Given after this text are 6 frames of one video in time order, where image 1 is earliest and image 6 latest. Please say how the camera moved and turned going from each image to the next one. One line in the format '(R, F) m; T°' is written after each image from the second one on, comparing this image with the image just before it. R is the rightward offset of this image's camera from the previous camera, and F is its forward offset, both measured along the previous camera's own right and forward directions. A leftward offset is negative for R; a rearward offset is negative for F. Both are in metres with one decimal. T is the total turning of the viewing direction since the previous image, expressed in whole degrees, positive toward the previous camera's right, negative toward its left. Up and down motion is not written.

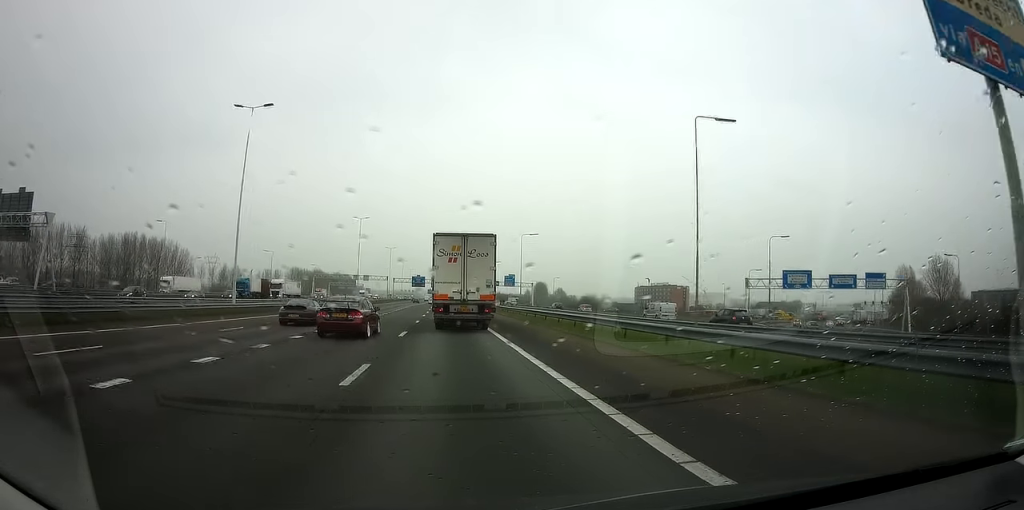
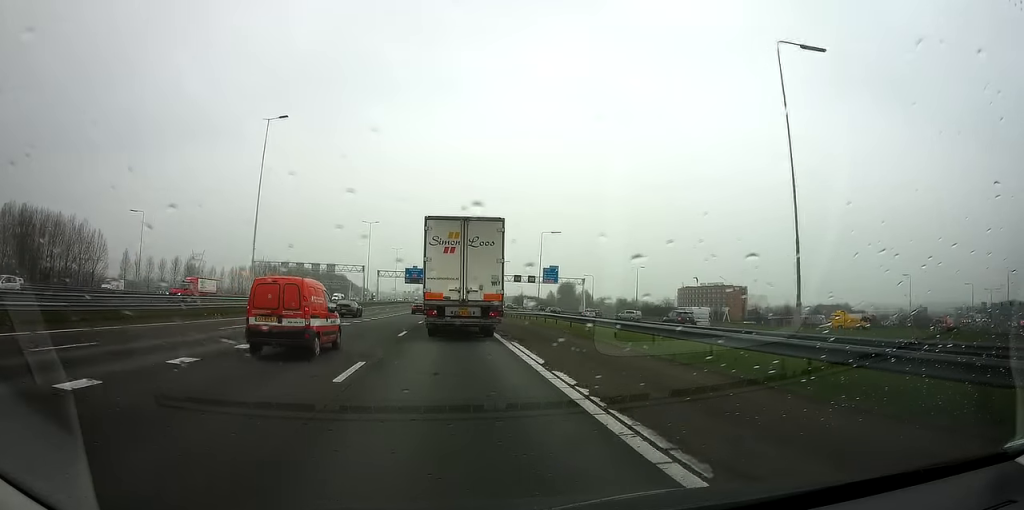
(-0.4, +71.2) m; -1°
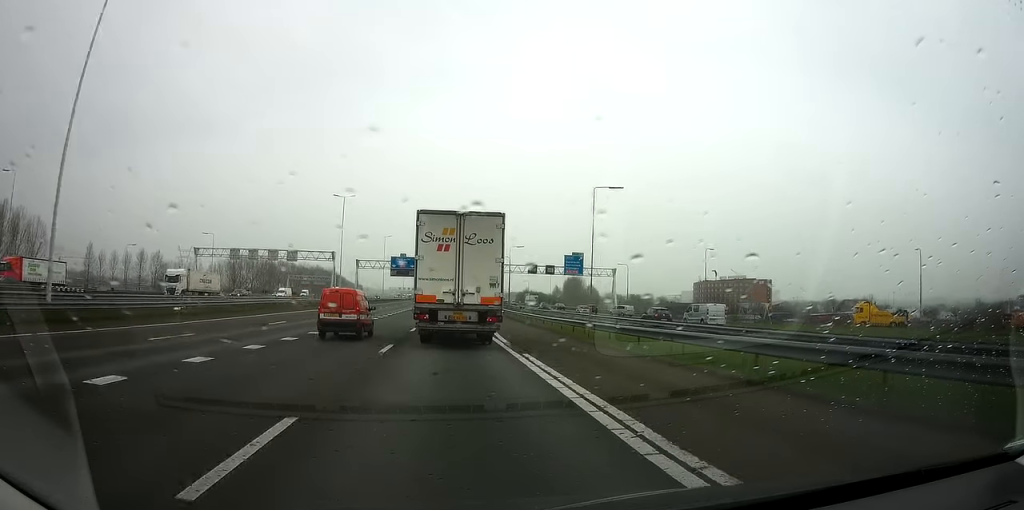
(+0.1, +29.9) m; +1°
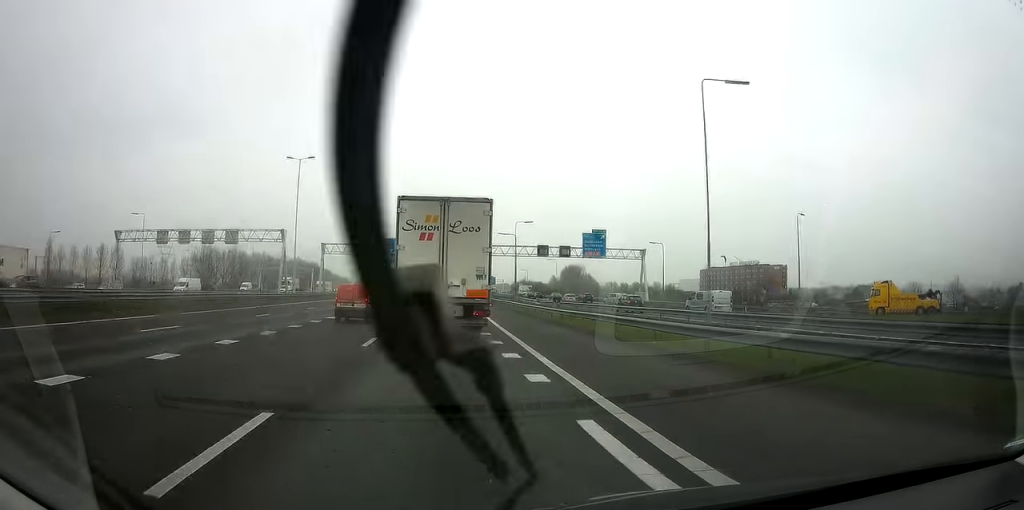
(+0.3, +24.0) m; +1°
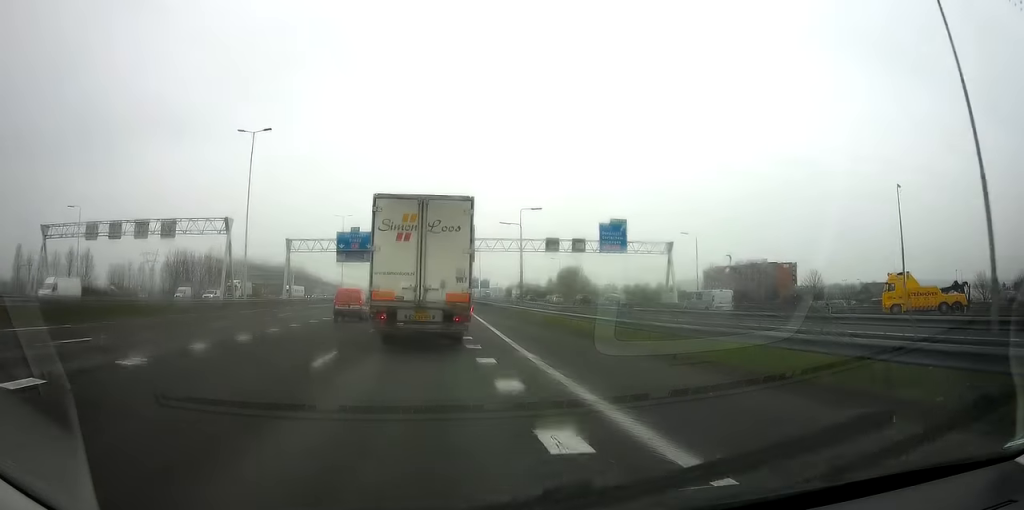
(0.0, +15.8) m; 0°
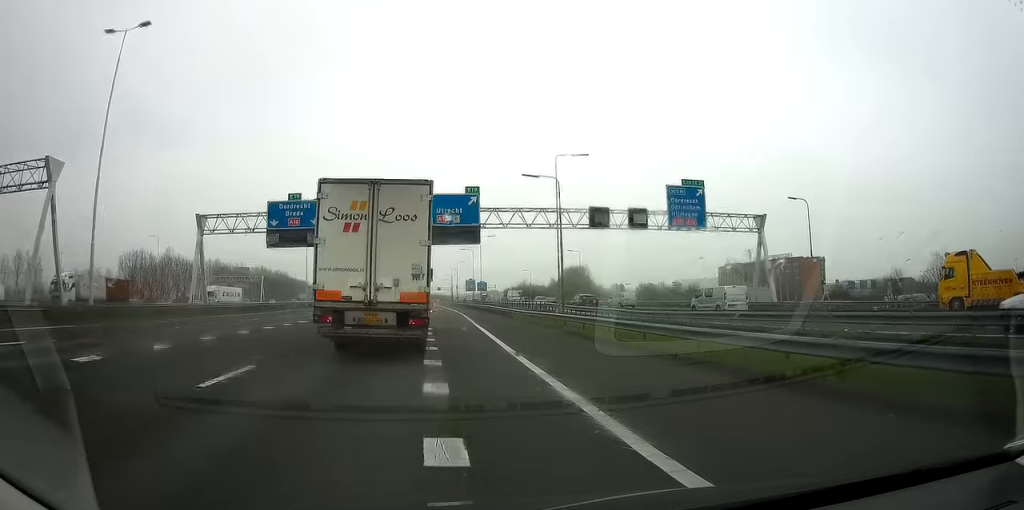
(+0.1, +27.0) m; +1°
